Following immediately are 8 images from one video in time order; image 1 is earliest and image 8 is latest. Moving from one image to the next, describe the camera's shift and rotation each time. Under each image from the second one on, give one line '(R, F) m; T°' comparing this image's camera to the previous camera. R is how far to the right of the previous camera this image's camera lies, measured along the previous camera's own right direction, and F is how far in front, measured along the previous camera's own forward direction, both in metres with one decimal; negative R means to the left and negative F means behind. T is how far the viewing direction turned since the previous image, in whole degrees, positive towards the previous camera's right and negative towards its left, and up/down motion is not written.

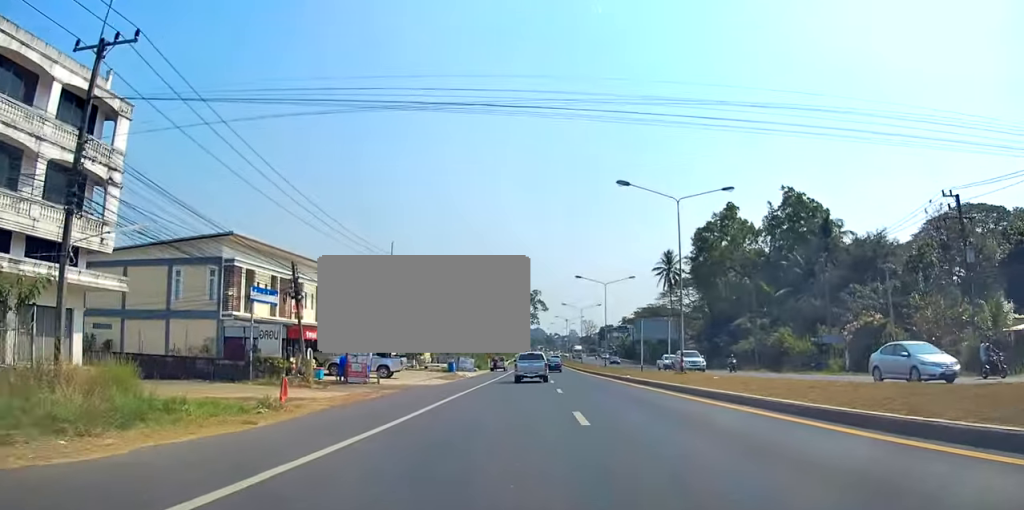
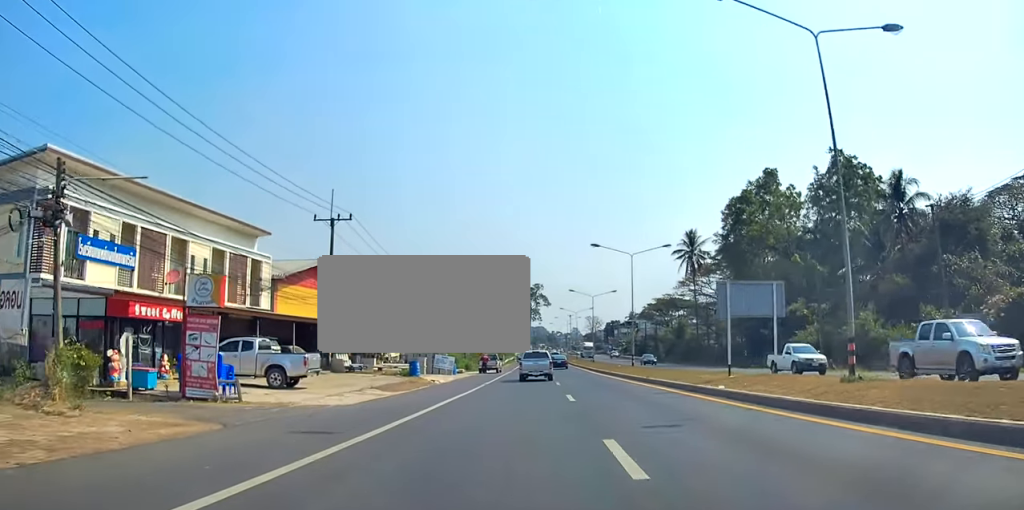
(-0.1, +17.4) m; 0°
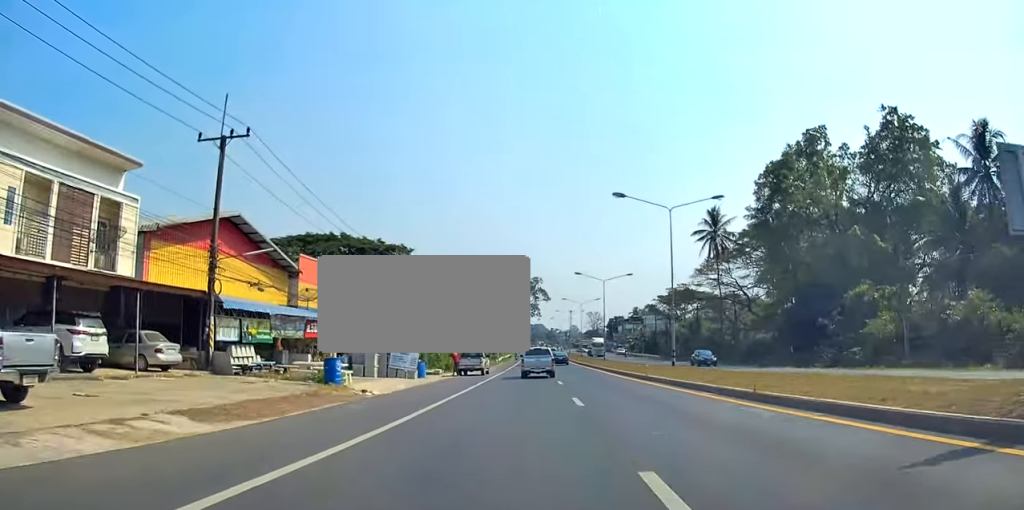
(0.0, +14.5) m; 0°
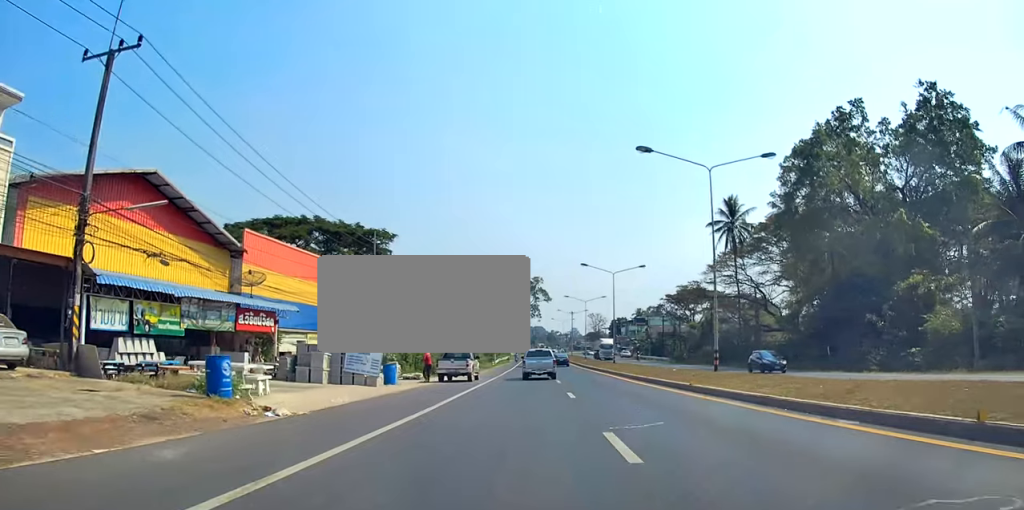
(0.0, +7.6) m; 0°
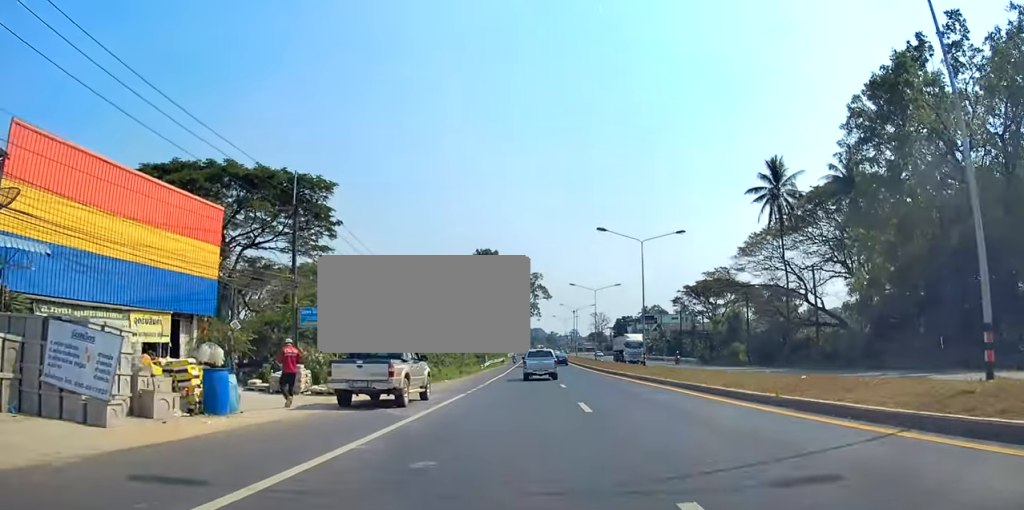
(+0.1, +17.7) m; +1°
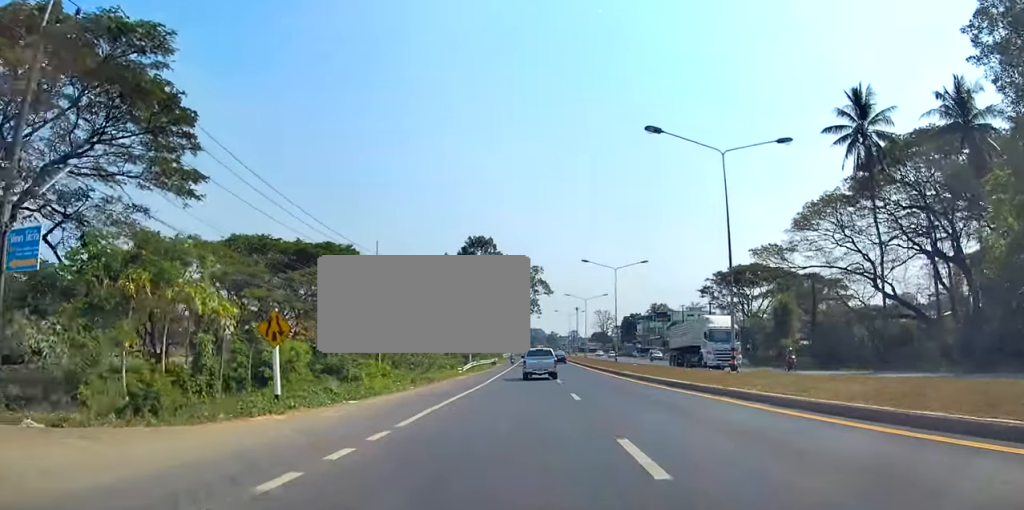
(+0.1, +20.4) m; +1°
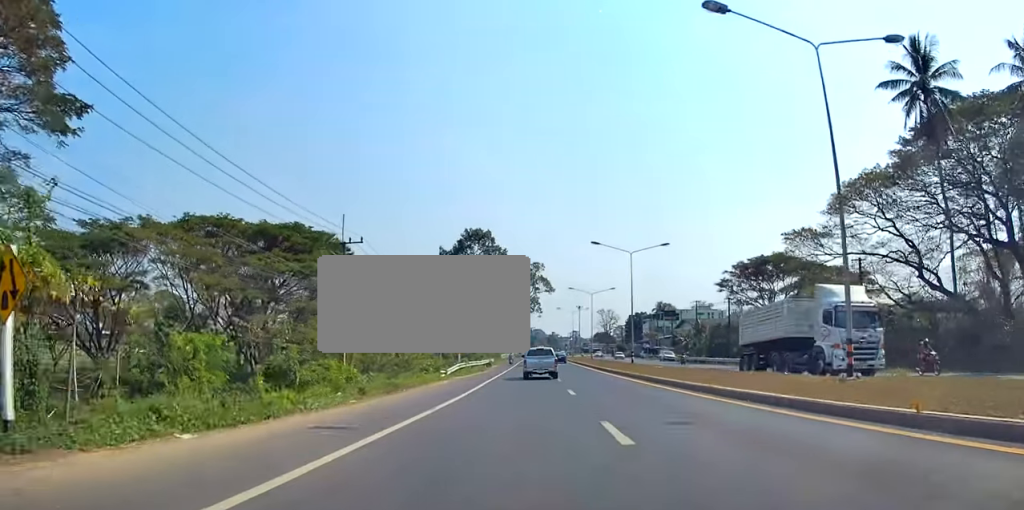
(0.0, +8.7) m; 0°
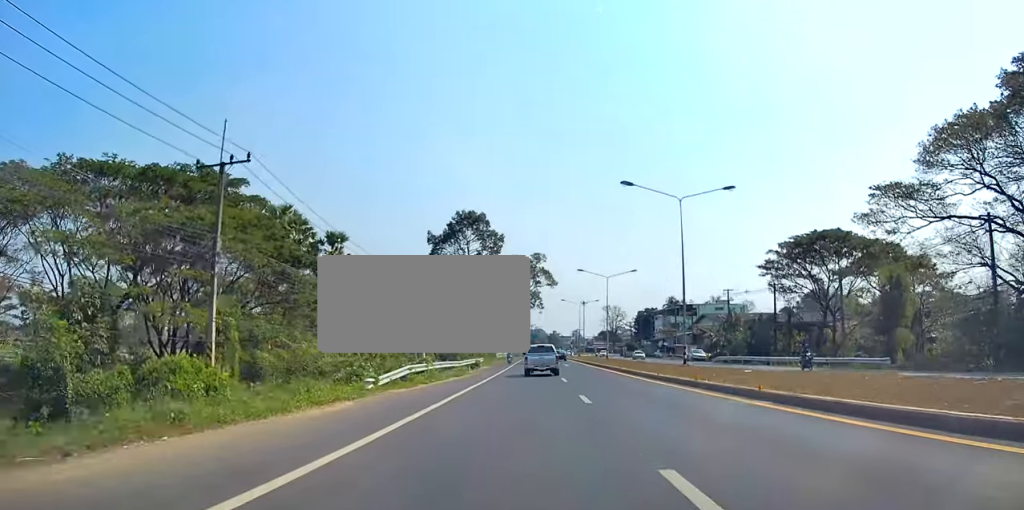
(+0.1, +18.2) m; -1°
